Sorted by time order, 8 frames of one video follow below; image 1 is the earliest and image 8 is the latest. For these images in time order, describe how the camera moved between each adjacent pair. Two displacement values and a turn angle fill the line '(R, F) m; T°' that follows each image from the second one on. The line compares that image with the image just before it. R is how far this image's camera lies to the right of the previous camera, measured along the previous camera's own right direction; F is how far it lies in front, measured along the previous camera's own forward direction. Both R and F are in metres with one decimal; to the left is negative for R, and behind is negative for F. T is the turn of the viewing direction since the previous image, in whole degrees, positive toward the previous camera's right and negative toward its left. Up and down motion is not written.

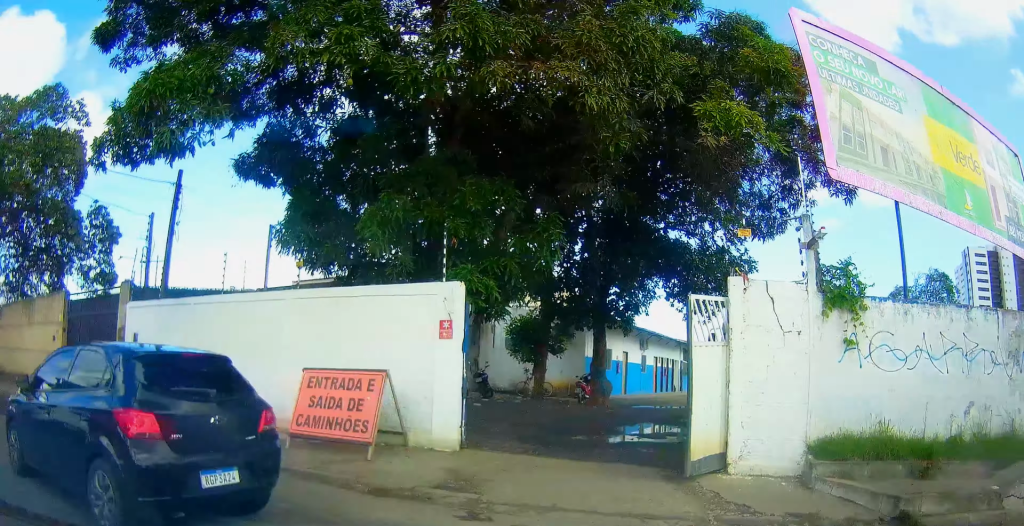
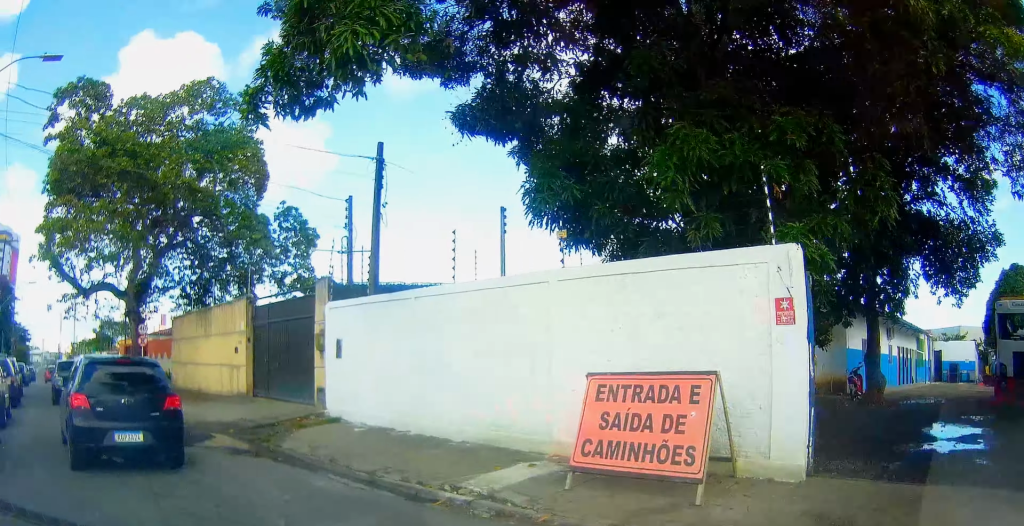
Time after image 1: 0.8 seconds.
(-0.2, +5.1) m; -4°
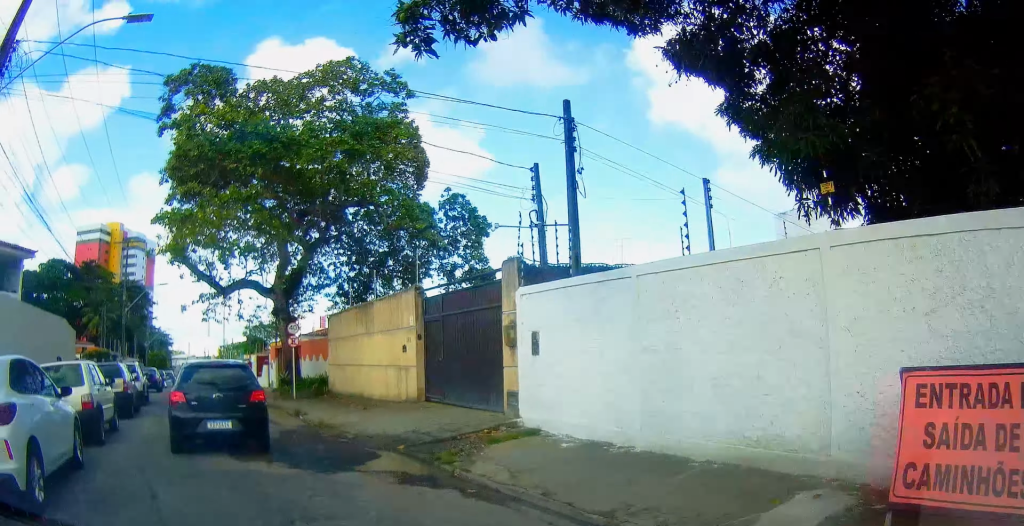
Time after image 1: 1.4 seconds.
(0.0, +3.5) m; -1°
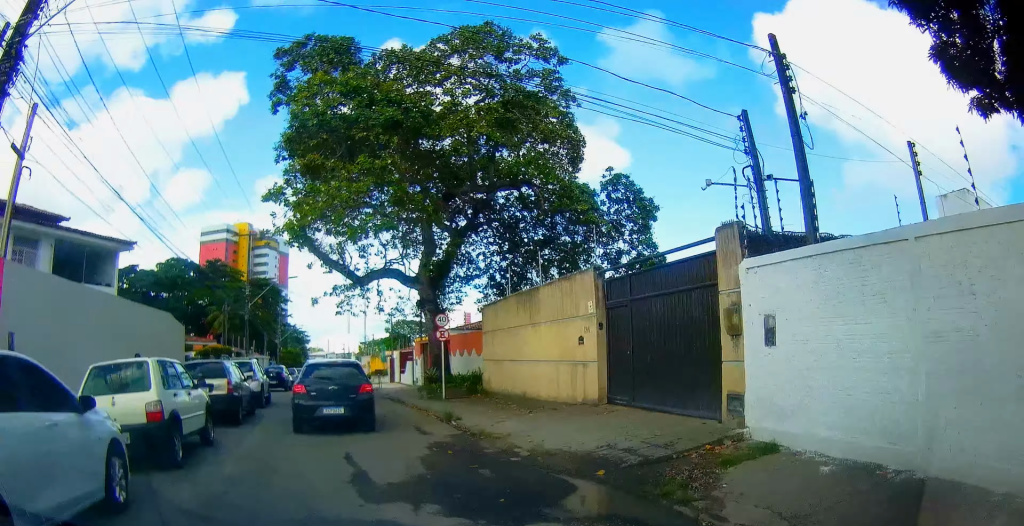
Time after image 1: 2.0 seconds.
(-0.1, +4.5) m; -1°
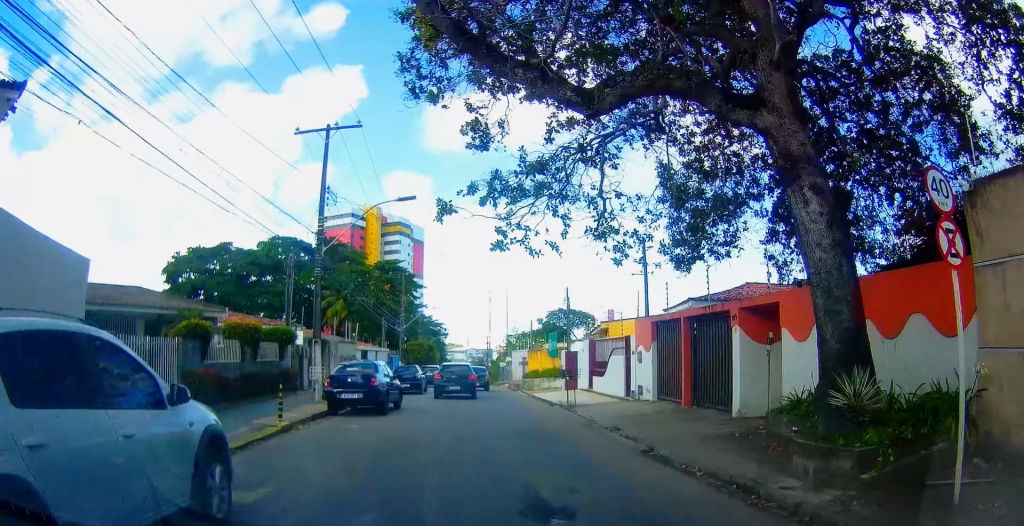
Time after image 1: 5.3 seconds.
(-6.0, +19.6) m; -26°
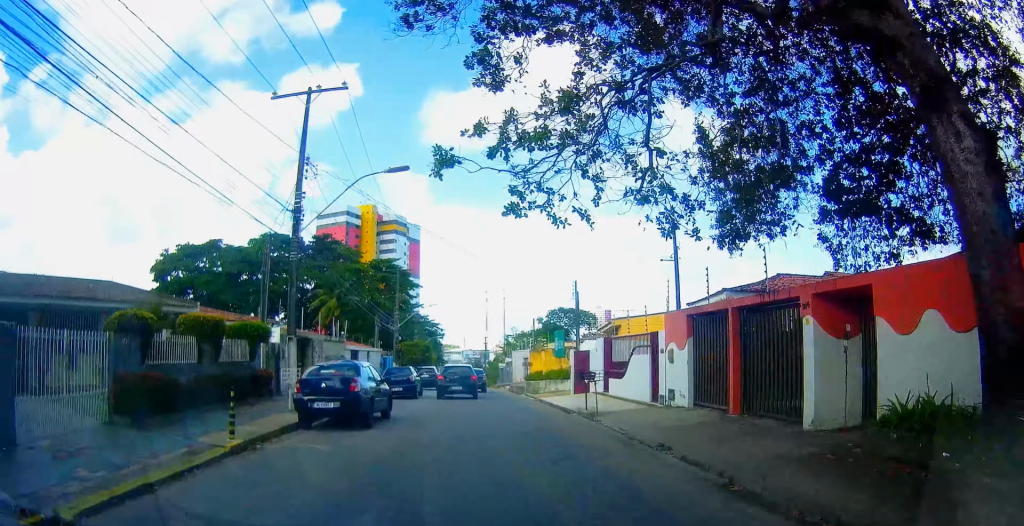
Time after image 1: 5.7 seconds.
(+0.3, +3.4) m; +2°
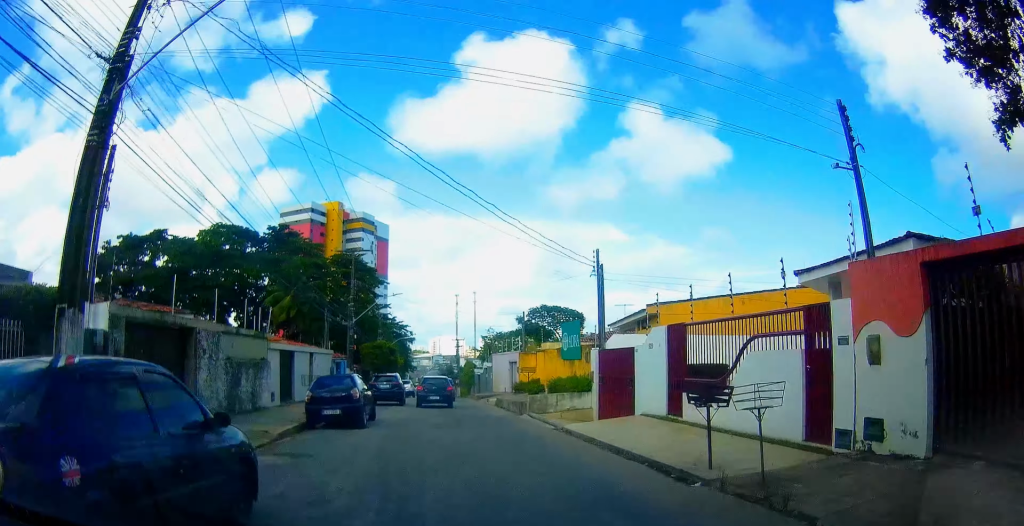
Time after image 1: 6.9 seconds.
(+0.6, +10.6) m; +3°
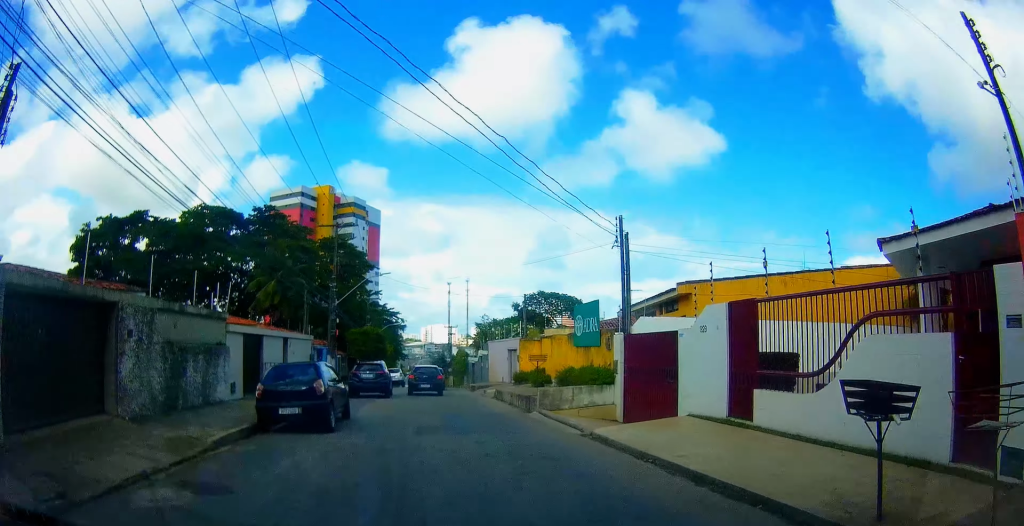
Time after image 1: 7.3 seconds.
(0.0, +4.3) m; 0°
